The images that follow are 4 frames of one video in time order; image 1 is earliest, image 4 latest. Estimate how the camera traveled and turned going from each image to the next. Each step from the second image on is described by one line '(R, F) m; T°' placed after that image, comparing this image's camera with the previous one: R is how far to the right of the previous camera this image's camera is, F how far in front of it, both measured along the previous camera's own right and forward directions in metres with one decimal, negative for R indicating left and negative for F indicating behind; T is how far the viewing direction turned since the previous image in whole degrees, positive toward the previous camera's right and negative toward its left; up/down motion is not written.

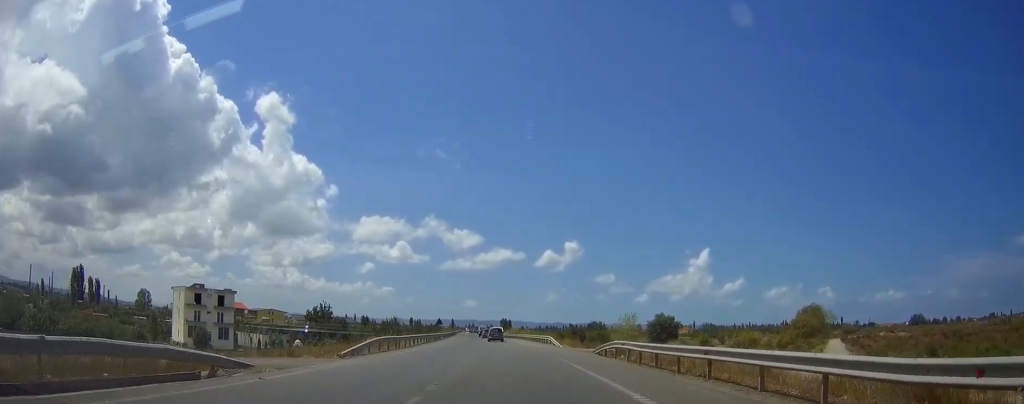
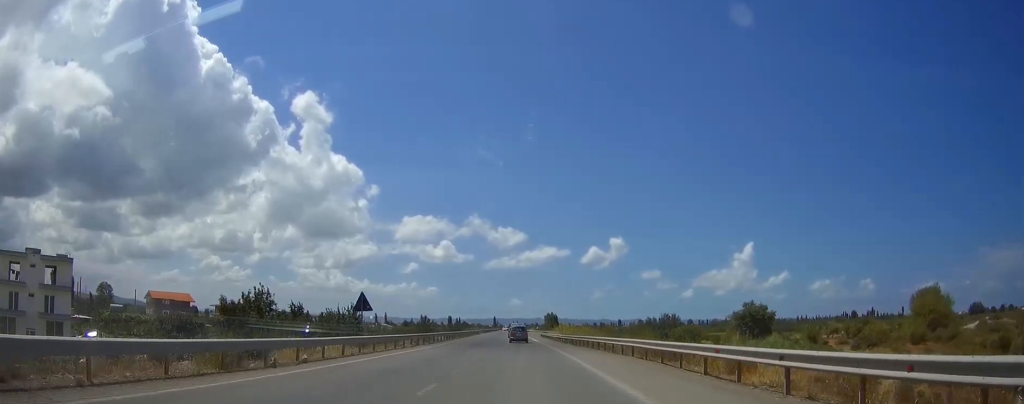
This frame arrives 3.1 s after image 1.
(-2.5, +67.0) m; -4°
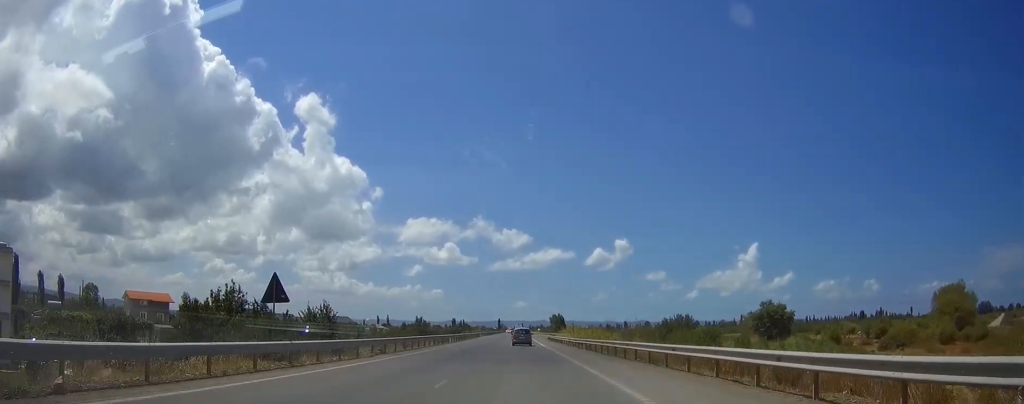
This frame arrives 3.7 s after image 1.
(0.0, +12.9) m; 0°
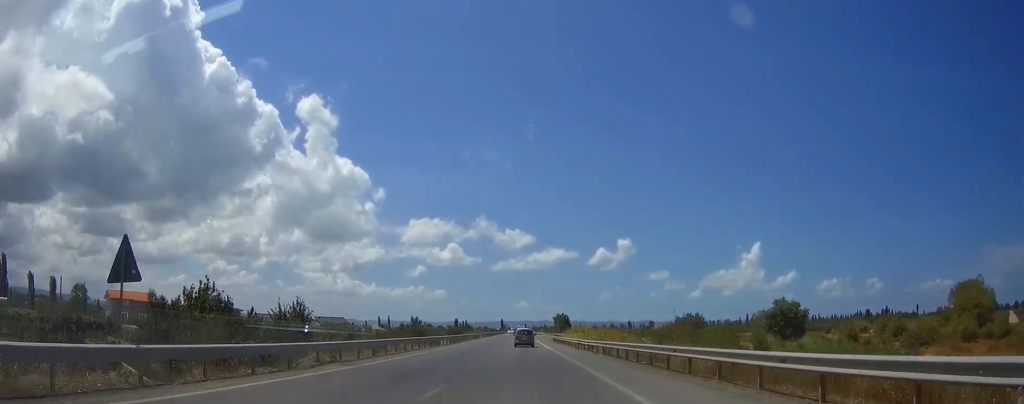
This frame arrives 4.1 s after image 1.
(0.0, +9.3) m; 0°
